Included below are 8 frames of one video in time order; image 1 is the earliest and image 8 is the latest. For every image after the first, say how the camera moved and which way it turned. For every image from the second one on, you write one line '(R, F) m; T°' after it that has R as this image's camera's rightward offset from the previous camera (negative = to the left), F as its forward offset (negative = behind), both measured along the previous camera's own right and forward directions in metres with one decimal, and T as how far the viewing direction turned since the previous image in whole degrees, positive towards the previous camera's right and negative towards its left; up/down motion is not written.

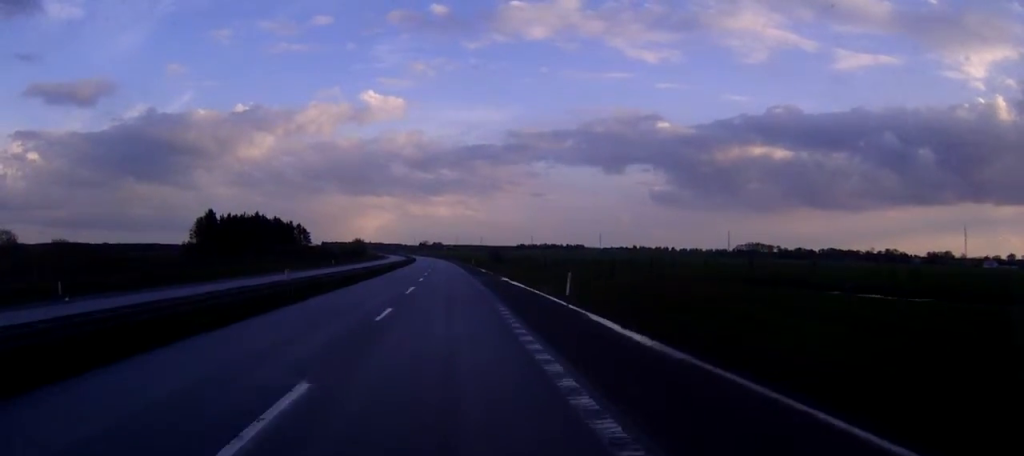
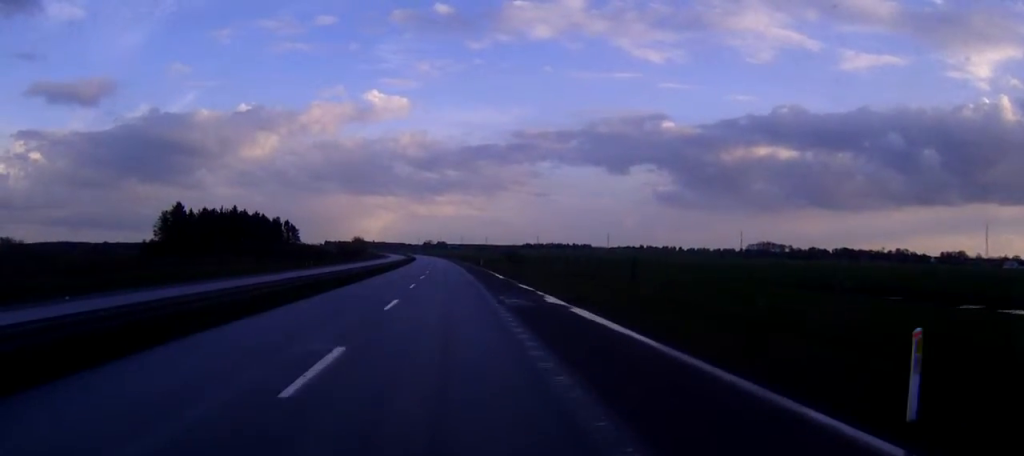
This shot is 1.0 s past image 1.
(-0.1, +25.9) m; 0°
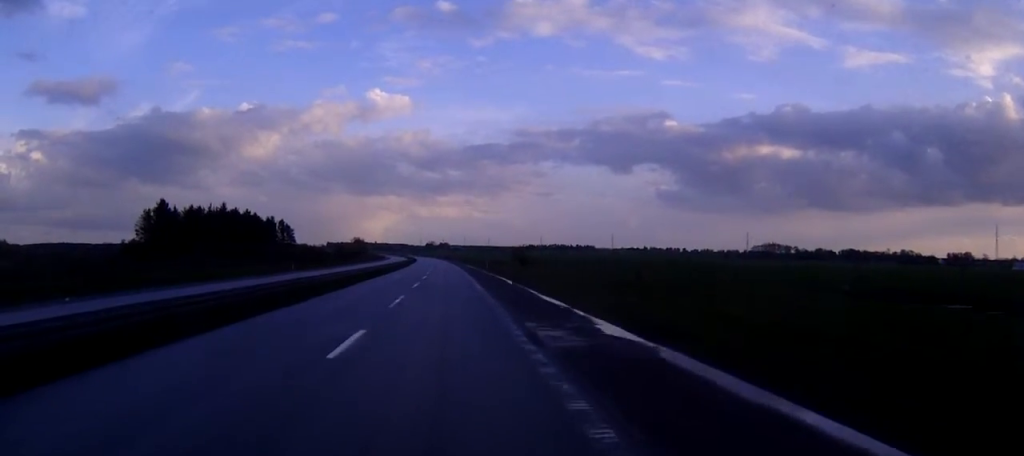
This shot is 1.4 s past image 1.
(0.0, +11.2) m; 0°
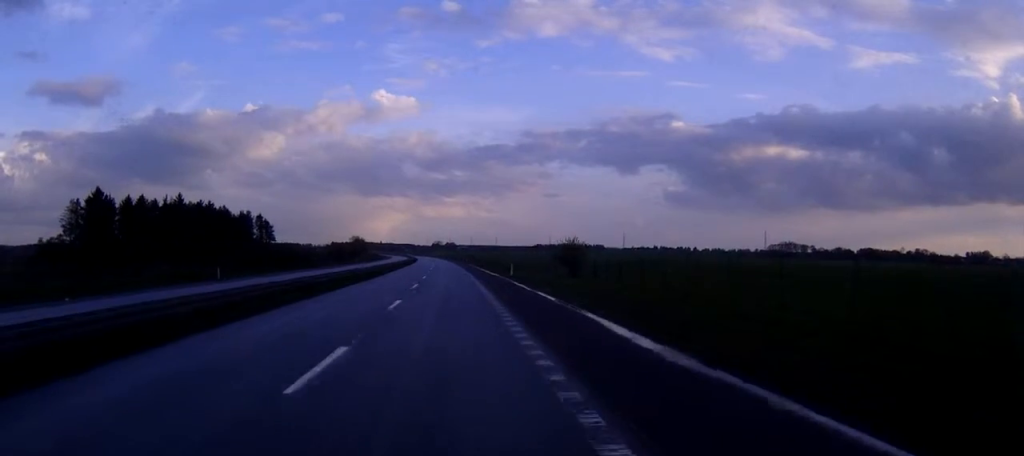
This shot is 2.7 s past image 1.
(-0.2, +33.7) m; -1°
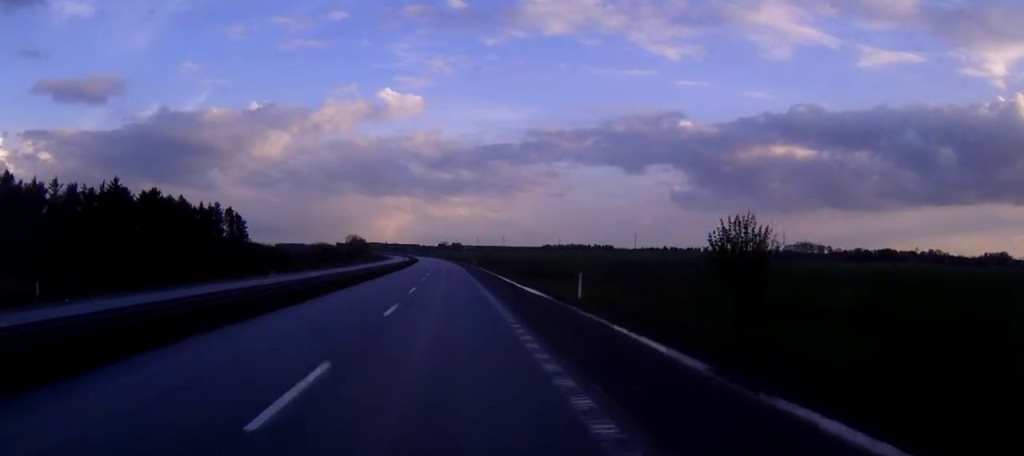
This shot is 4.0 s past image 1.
(-0.1, +31.9) m; 0°
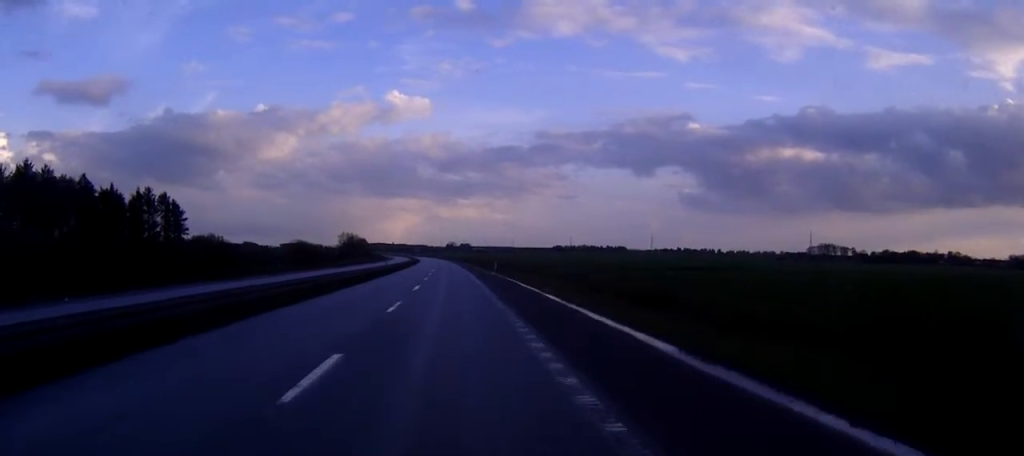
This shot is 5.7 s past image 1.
(-0.3, +44.0) m; -1°
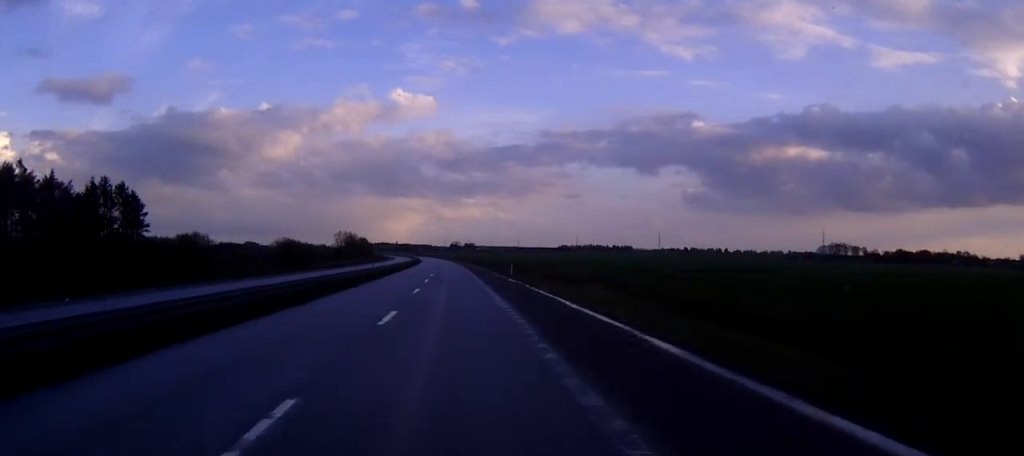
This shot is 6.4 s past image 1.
(0.0, +19.0) m; 0°
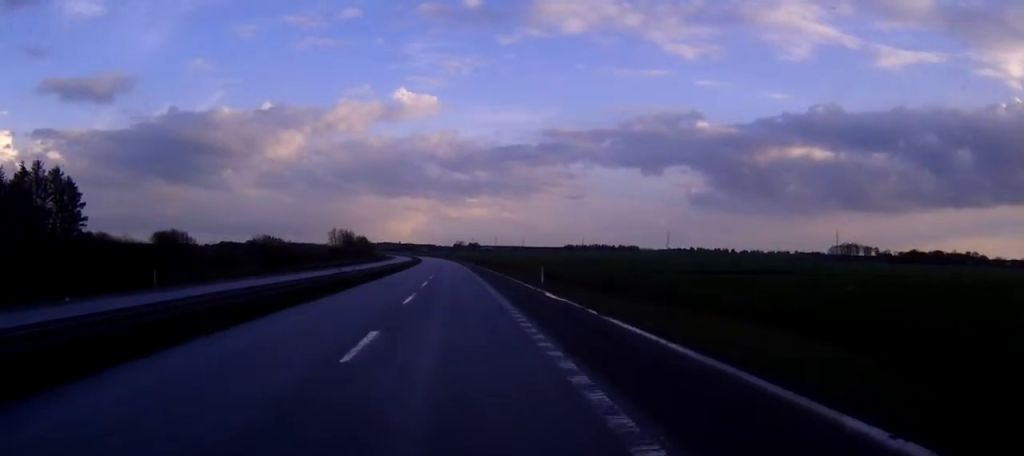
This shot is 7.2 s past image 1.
(-0.1, +21.6) m; 0°
